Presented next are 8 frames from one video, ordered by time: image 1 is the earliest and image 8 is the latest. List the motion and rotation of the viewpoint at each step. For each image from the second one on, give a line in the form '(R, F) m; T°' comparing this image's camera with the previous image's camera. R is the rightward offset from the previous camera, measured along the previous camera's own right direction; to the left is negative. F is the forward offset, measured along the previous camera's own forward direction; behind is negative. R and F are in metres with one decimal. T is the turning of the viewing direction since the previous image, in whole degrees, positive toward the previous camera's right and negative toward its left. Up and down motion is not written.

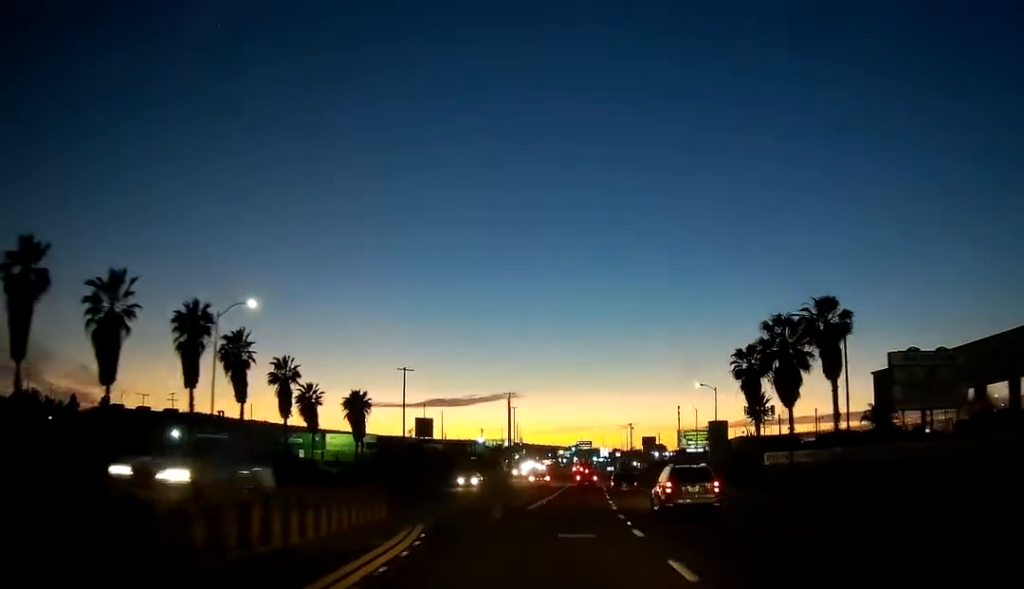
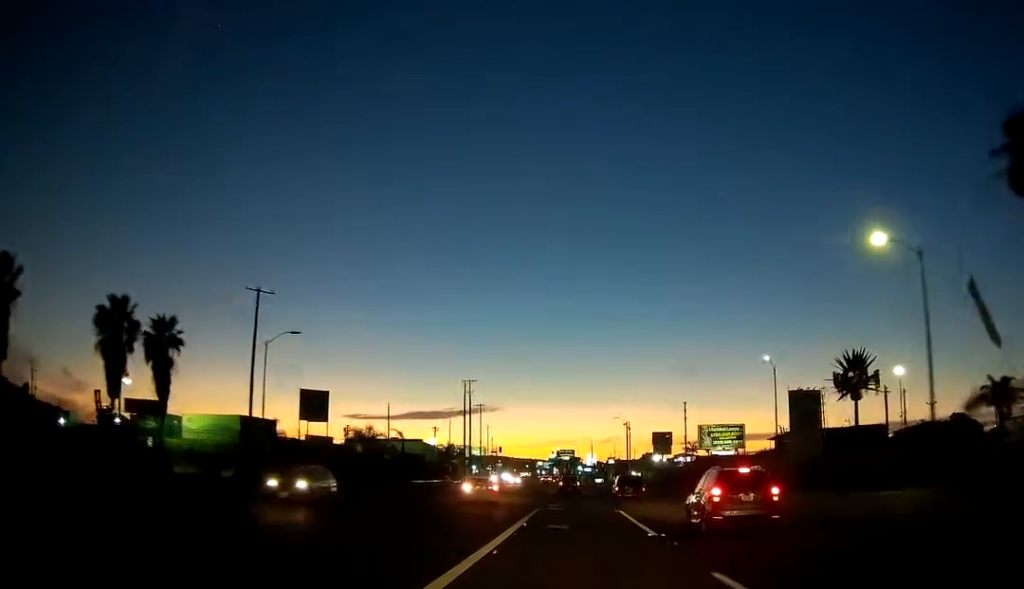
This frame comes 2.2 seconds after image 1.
(+0.6, +45.5) m; +1°
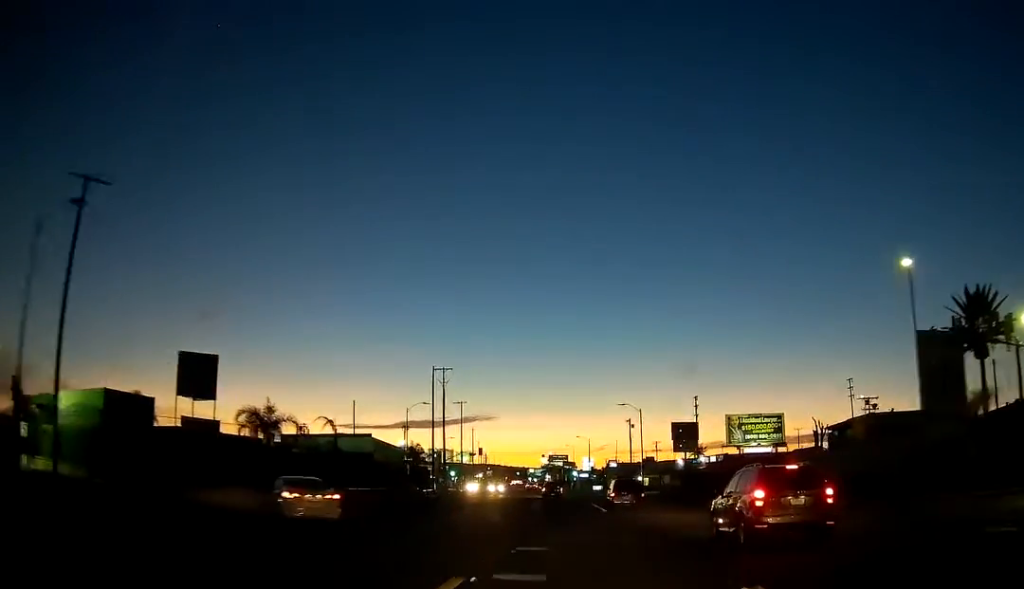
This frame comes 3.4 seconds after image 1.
(+0.2, +24.3) m; +1°
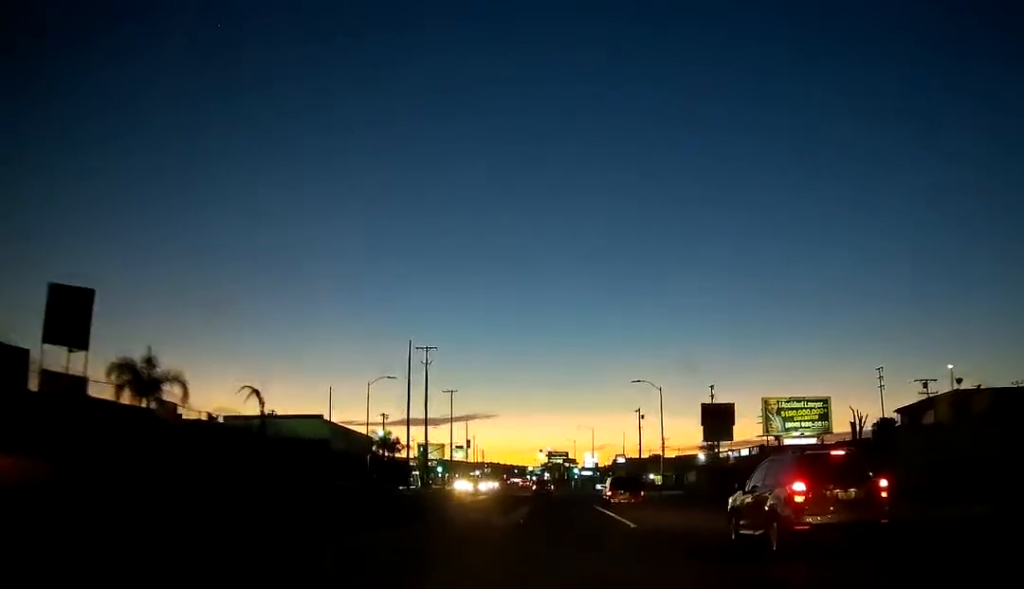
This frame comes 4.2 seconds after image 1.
(+0.4, +16.7) m; 0°
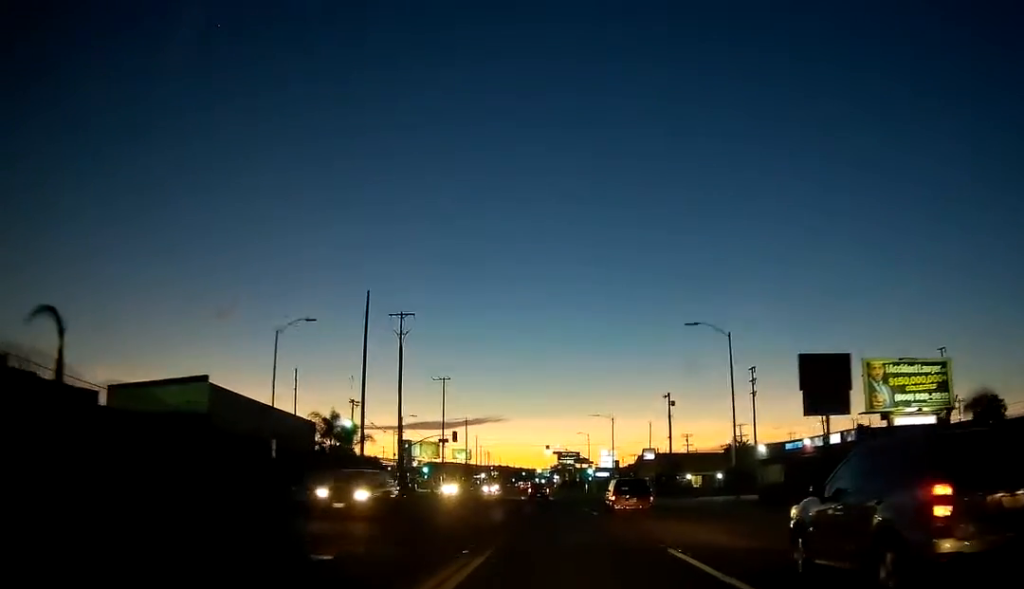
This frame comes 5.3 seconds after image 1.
(-0.5, +23.7) m; -1°
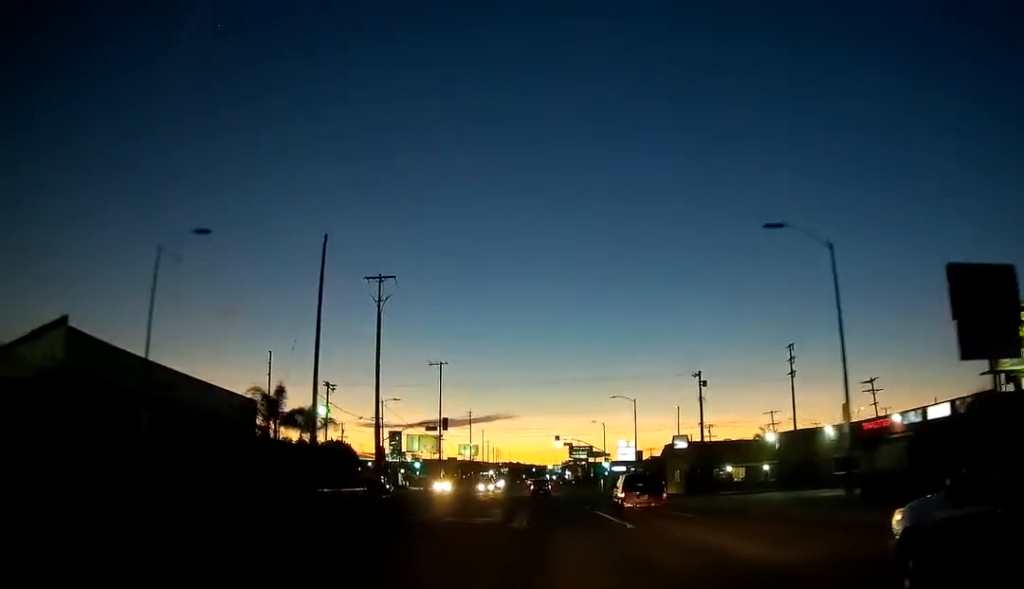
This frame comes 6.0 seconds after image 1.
(0.0, +14.7) m; 0°
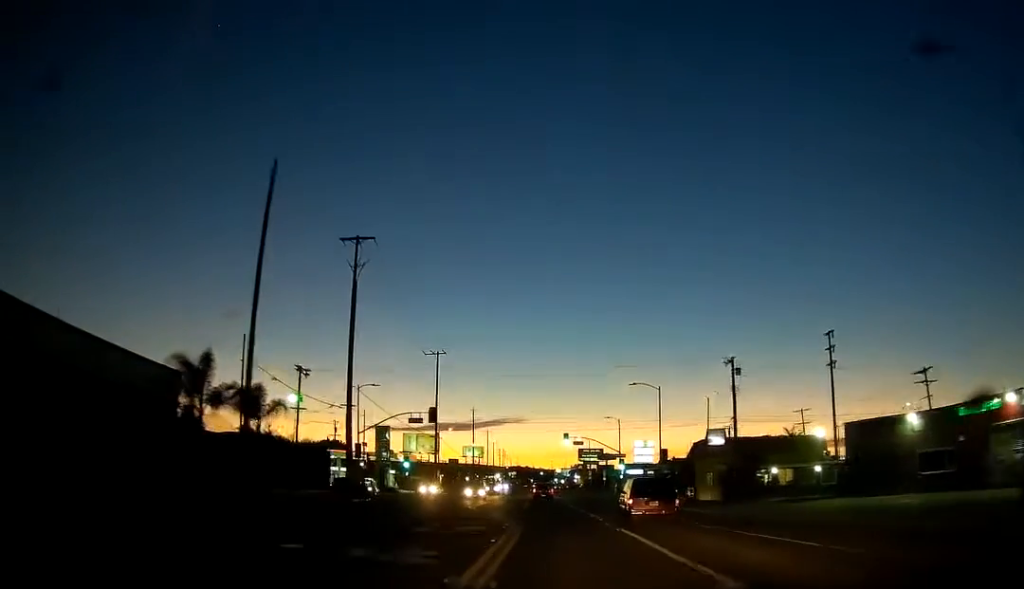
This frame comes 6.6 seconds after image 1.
(0.0, +12.6) m; -1°
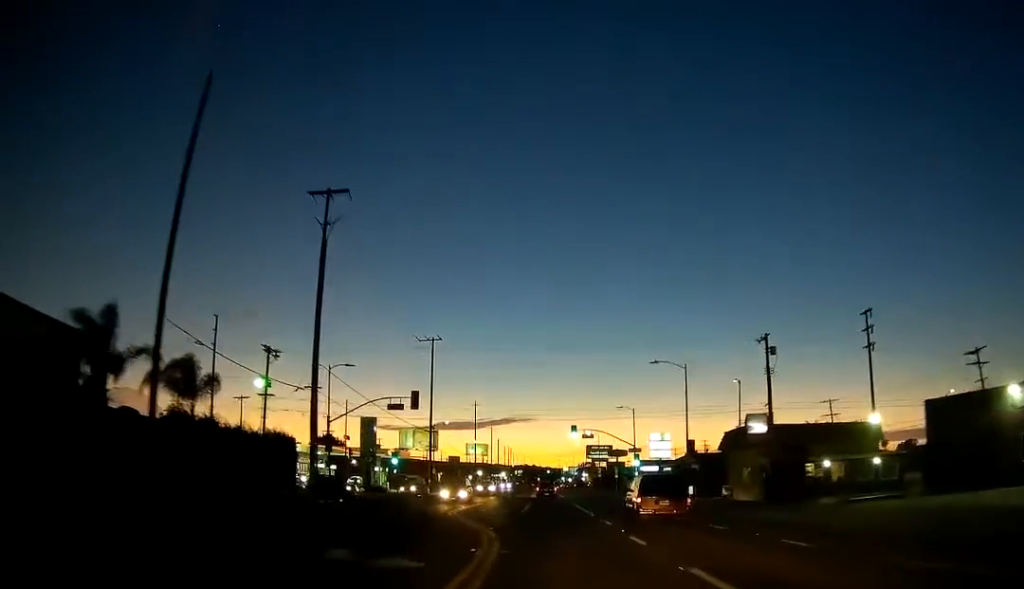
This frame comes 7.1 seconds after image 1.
(+0.1, +9.8) m; -1°
